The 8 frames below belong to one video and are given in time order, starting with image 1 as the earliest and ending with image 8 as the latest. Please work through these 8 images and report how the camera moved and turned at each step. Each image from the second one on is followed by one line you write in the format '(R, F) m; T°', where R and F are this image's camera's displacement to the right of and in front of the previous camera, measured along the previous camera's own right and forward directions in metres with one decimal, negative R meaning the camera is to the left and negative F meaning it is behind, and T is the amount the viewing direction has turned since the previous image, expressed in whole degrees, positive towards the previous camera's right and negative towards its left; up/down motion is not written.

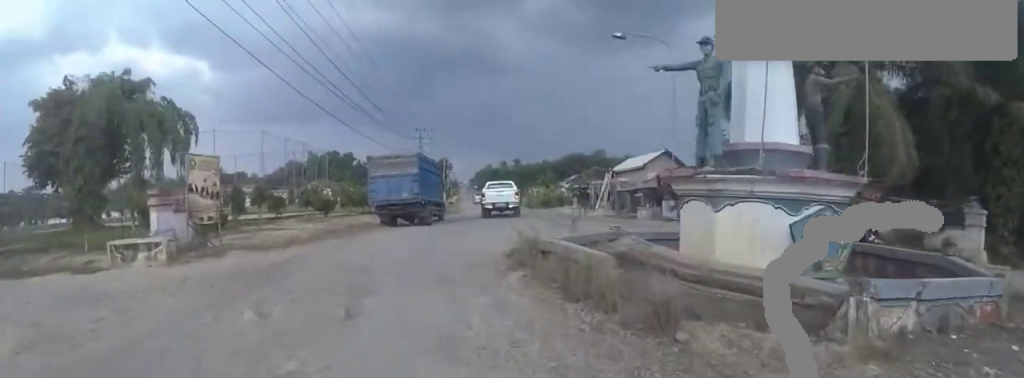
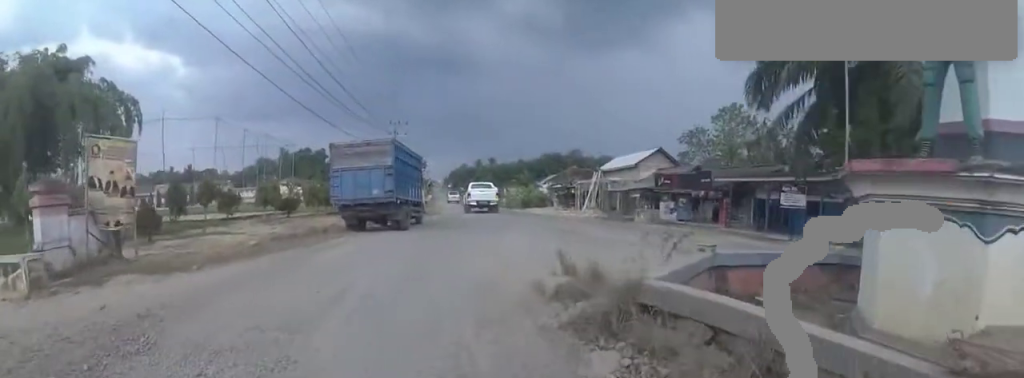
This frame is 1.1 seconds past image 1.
(0.0, +3.8) m; 0°
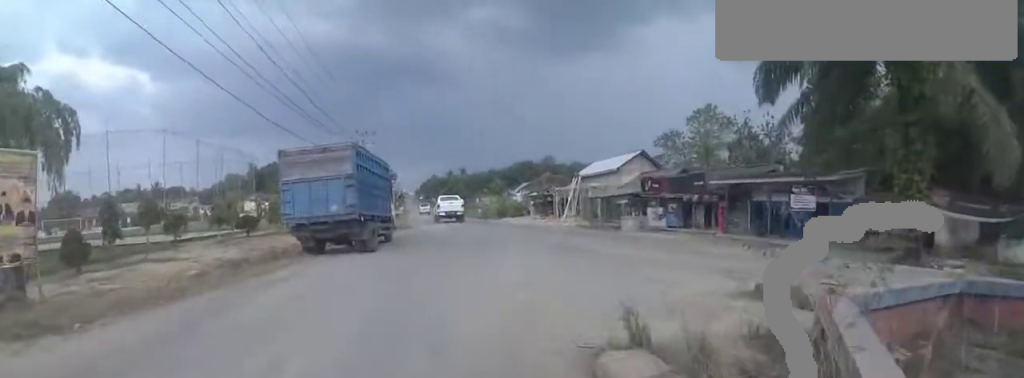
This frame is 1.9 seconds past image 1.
(0.0, +2.7) m; 0°
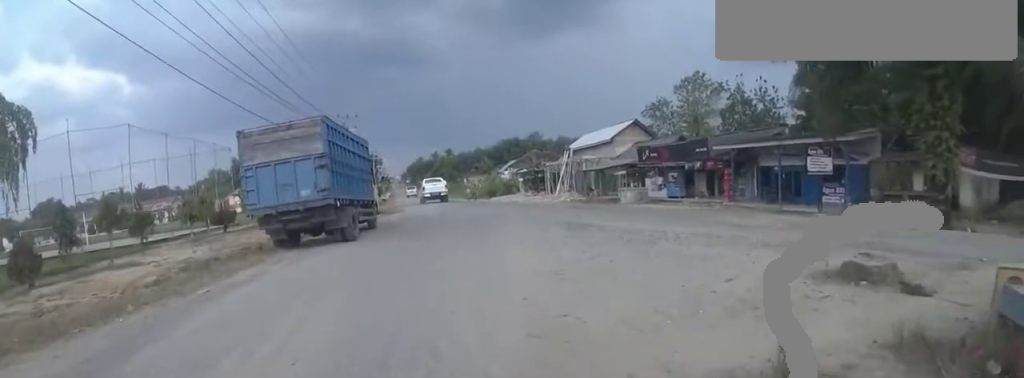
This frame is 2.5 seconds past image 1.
(0.0, +1.9) m; 0°
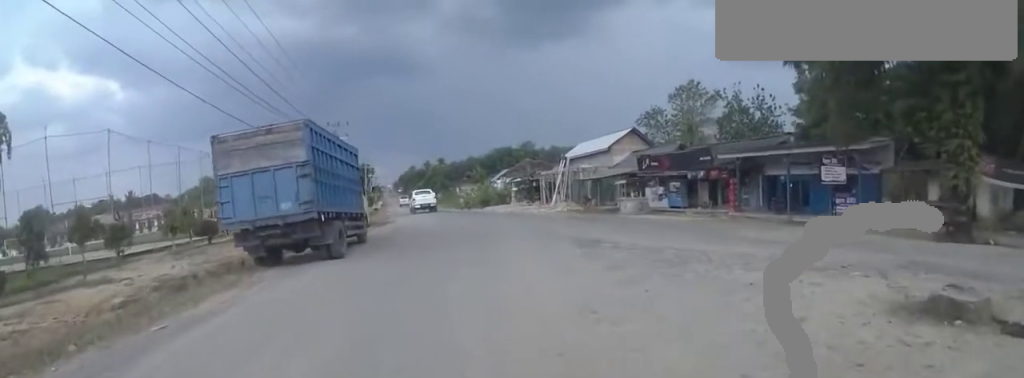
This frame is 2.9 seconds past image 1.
(0.0, +1.4) m; +3°
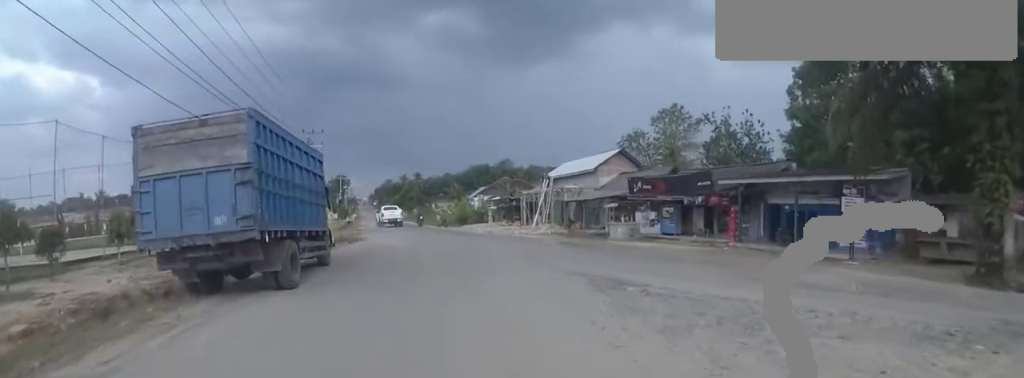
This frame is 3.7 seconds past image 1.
(0.0, +2.7) m; +7°
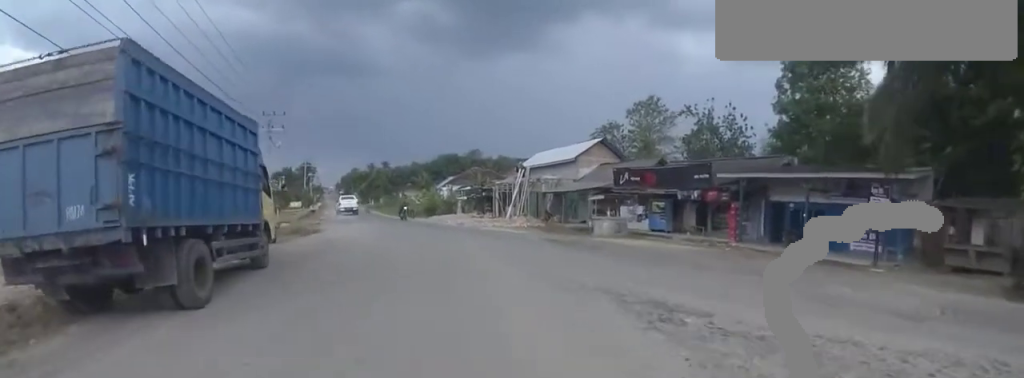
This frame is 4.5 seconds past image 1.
(+0.2, +2.7) m; +10°
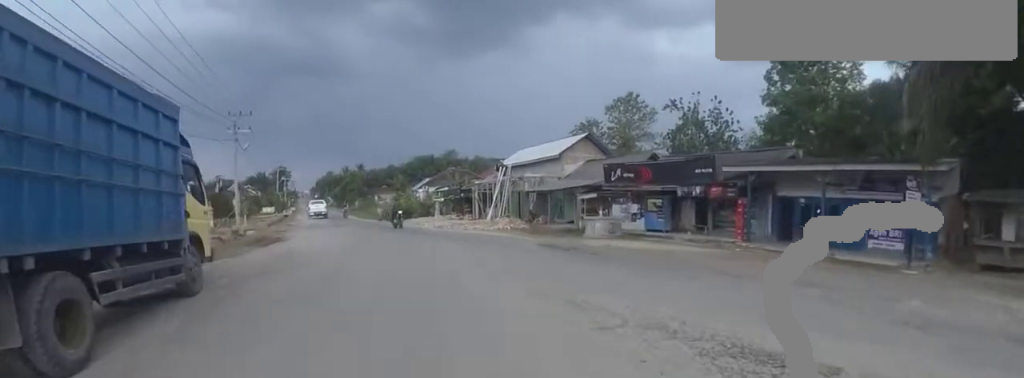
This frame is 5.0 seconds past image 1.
(+0.2, +2.5) m; -2°
